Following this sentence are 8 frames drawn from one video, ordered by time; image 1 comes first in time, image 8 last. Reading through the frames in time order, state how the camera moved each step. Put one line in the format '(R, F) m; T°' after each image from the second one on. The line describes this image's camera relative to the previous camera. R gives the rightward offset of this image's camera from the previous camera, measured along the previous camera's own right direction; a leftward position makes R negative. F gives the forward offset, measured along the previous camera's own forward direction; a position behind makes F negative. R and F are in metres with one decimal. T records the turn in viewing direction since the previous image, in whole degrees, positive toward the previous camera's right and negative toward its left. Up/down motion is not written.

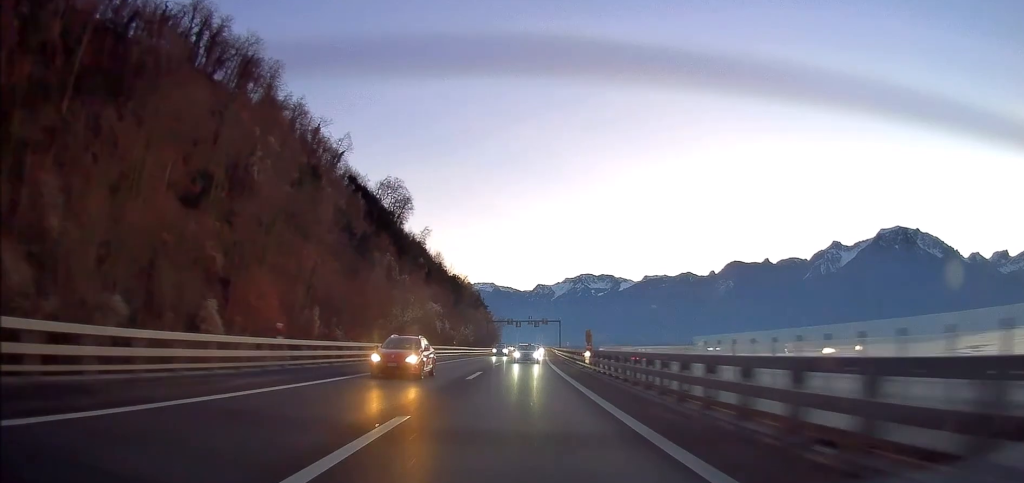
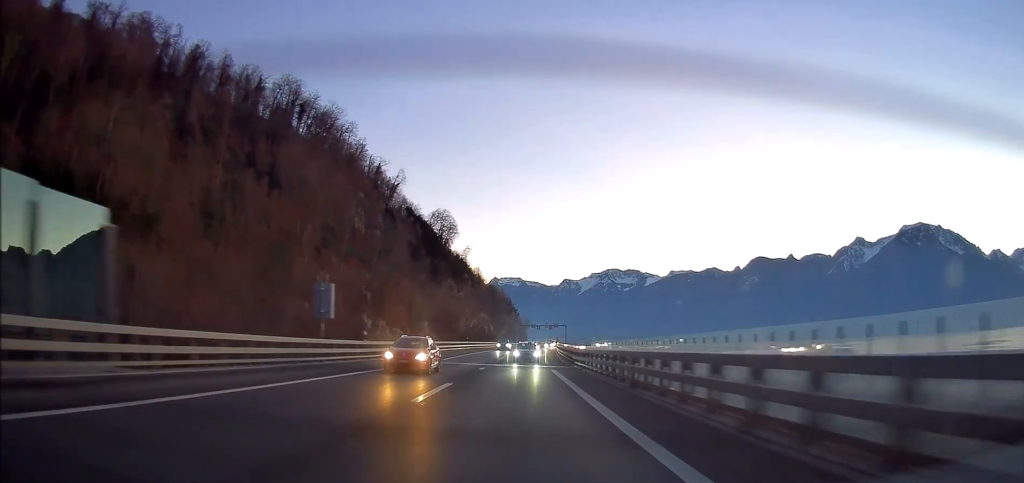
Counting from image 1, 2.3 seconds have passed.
(-1.5, +64.4) m; -2°
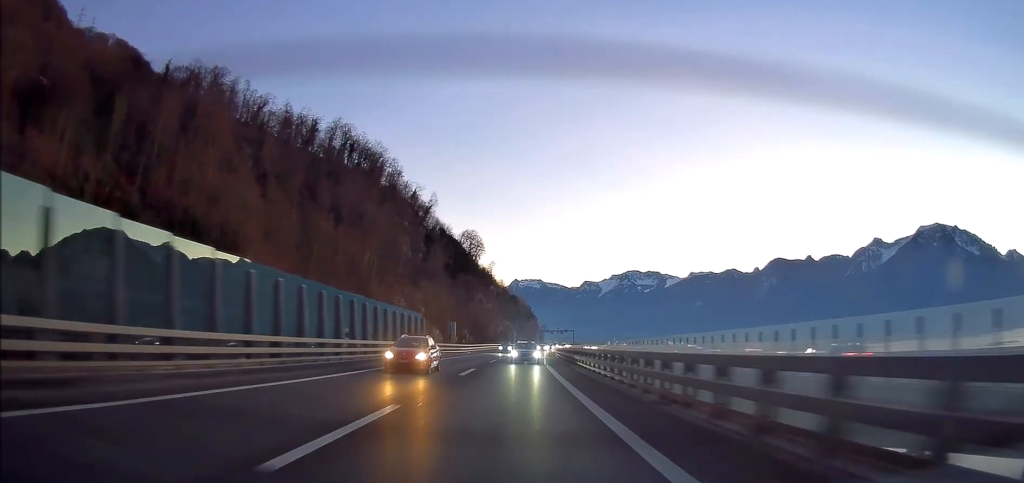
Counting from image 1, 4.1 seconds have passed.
(-0.7, +48.2) m; -2°
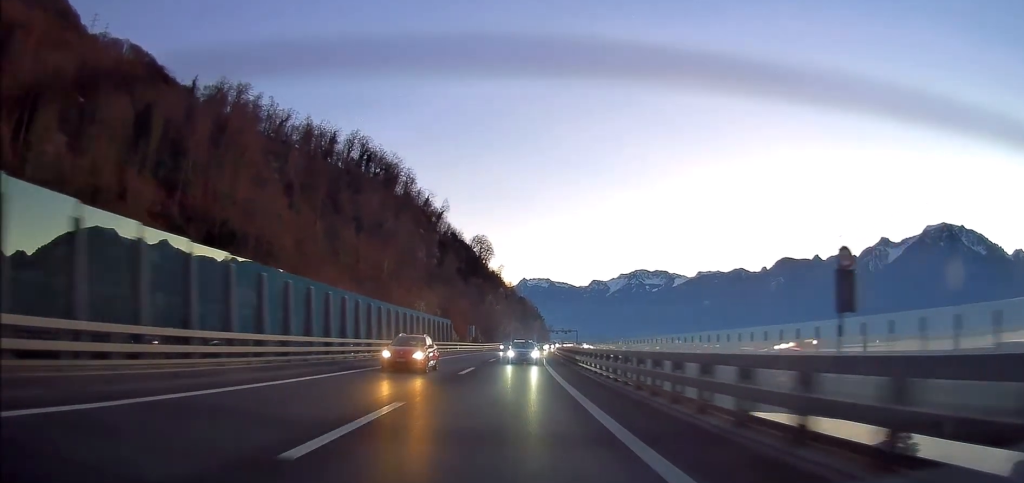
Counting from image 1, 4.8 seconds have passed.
(0.0, +19.2) m; -1°
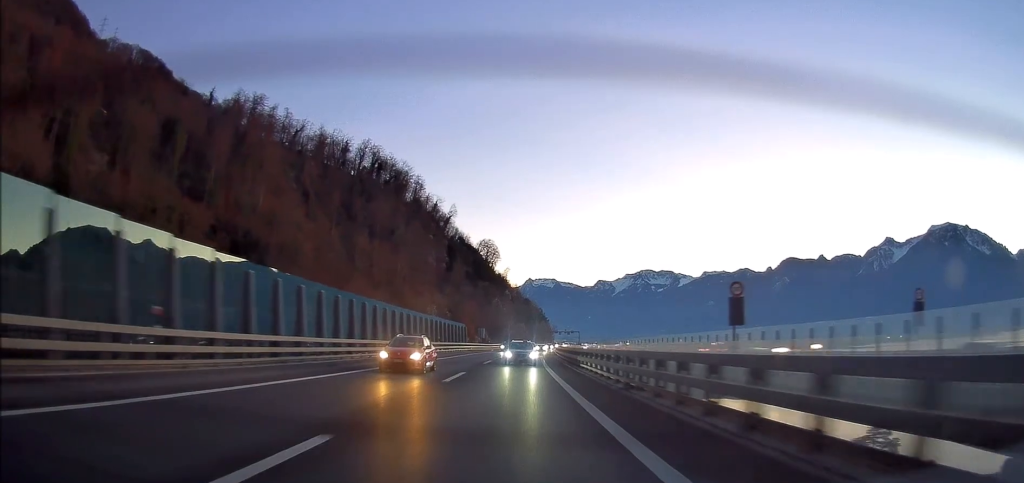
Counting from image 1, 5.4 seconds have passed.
(-0.1, +13.8) m; -1°
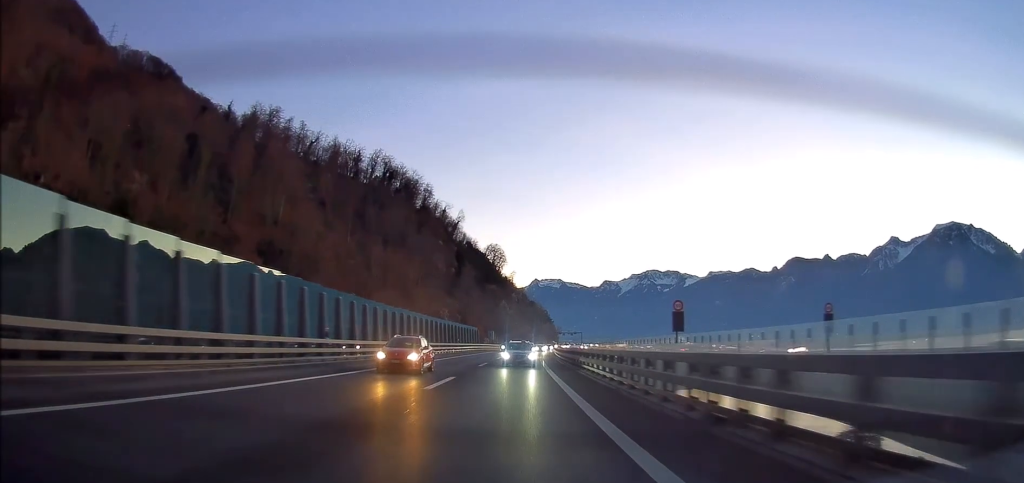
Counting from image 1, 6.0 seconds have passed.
(-0.1, +15.4) m; -1°
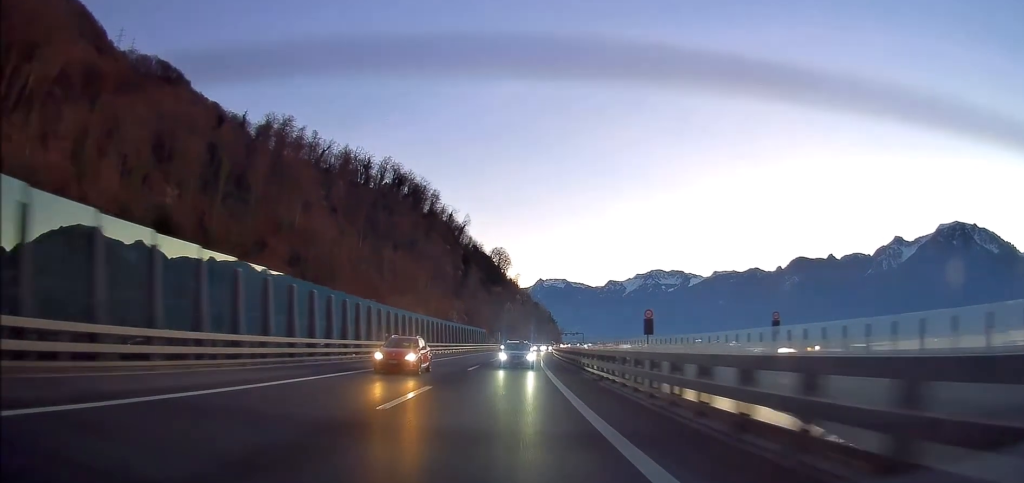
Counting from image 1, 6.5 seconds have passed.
(0.0, +13.6) m; 0°
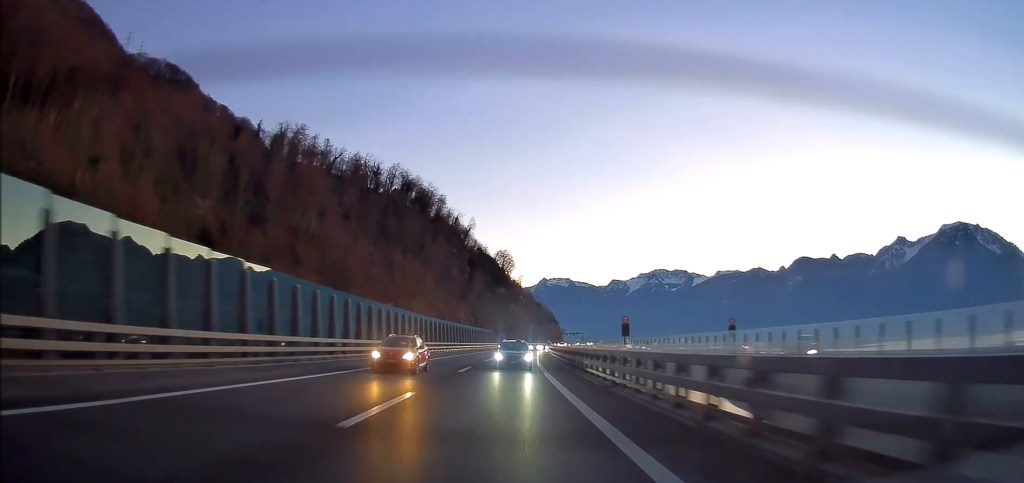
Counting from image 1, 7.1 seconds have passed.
(-0.1, +15.8) m; -1°
